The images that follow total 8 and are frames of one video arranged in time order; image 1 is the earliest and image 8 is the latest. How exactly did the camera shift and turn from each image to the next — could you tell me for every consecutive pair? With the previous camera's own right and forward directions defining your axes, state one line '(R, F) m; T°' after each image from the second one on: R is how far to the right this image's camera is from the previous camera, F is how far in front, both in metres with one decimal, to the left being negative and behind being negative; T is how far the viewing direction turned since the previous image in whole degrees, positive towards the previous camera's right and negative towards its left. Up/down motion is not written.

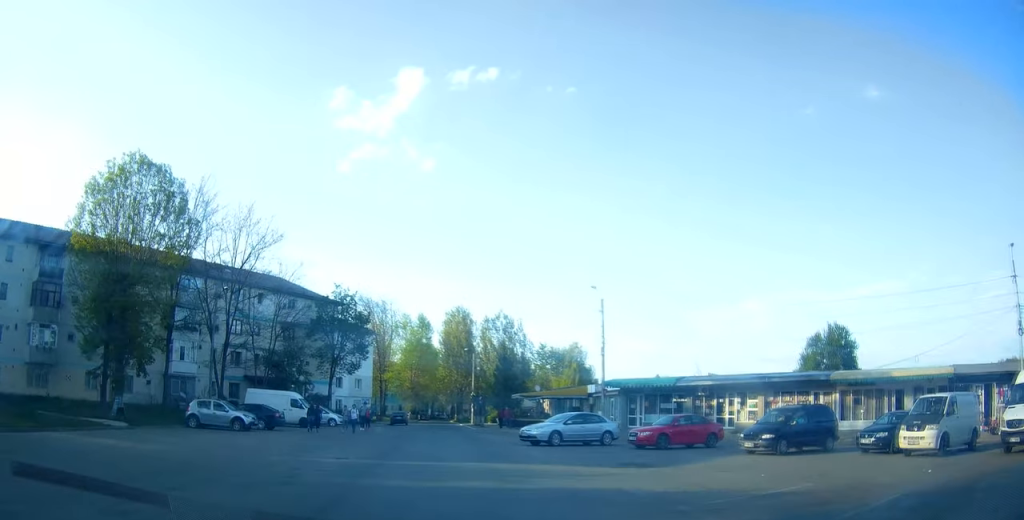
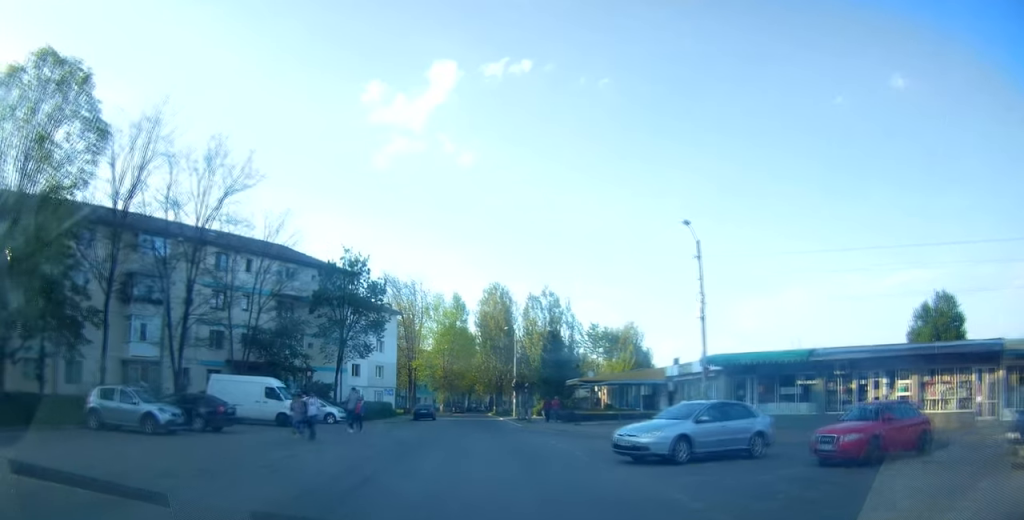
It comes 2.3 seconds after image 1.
(-1.0, +10.6) m; -10°
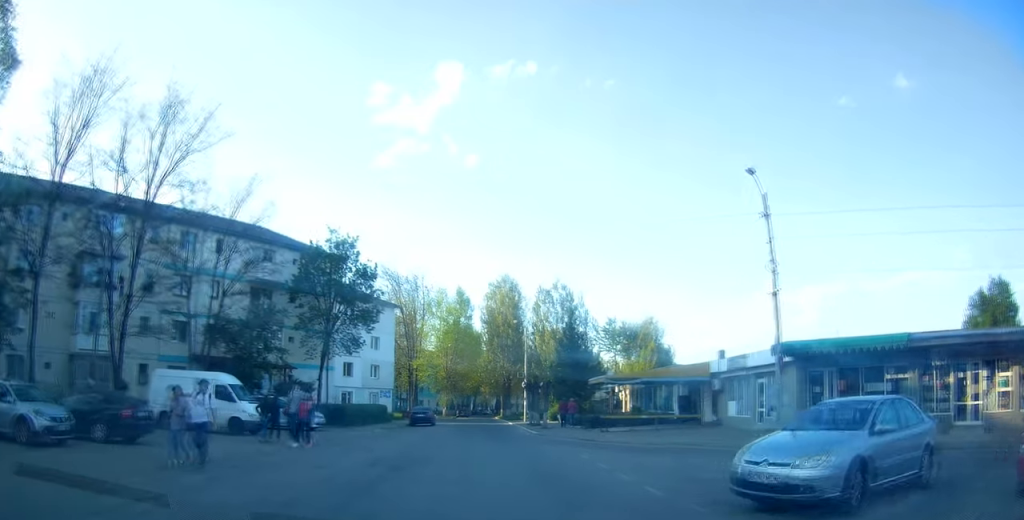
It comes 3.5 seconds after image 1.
(-0.1, +6.1) m; -1°
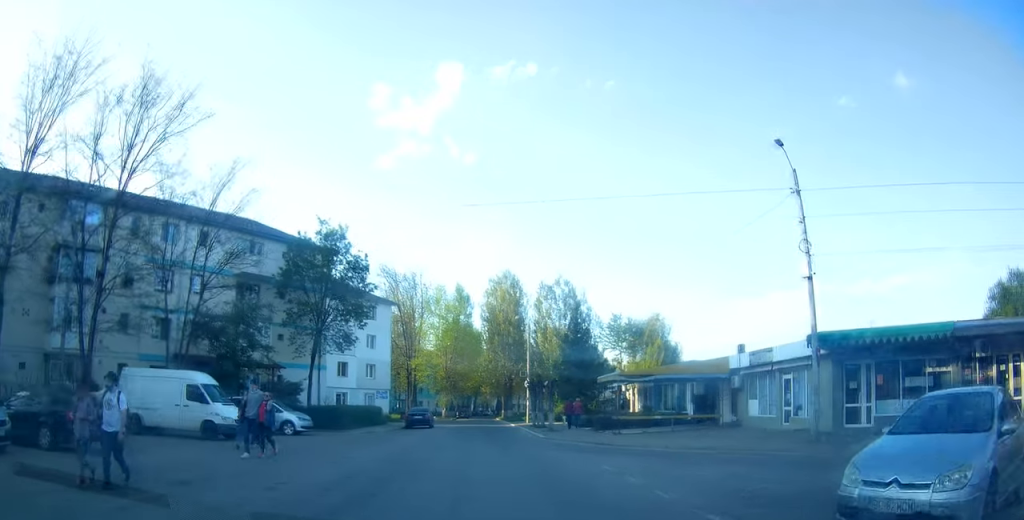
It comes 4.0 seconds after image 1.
(0.0, +2.3) m; 0°
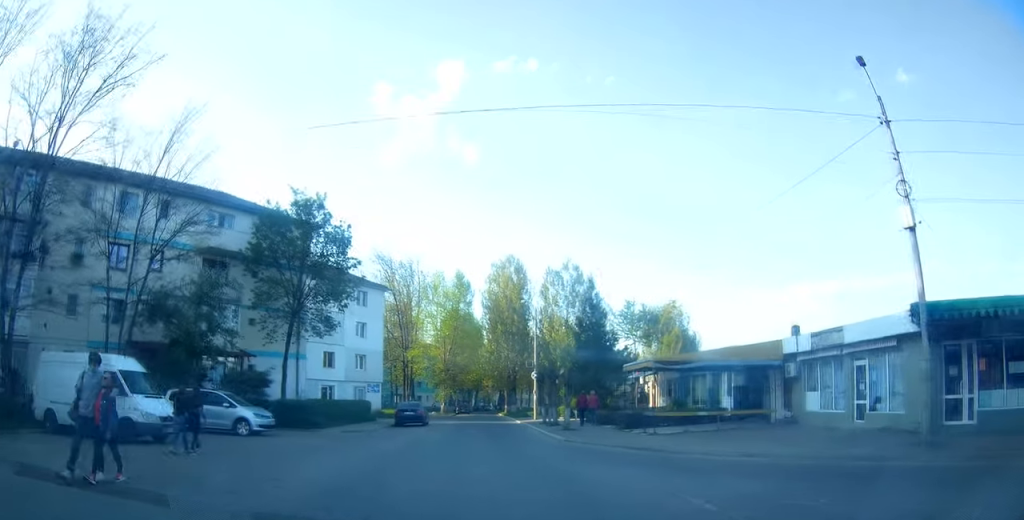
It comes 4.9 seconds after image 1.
(0.0, +5.3) m; -4°
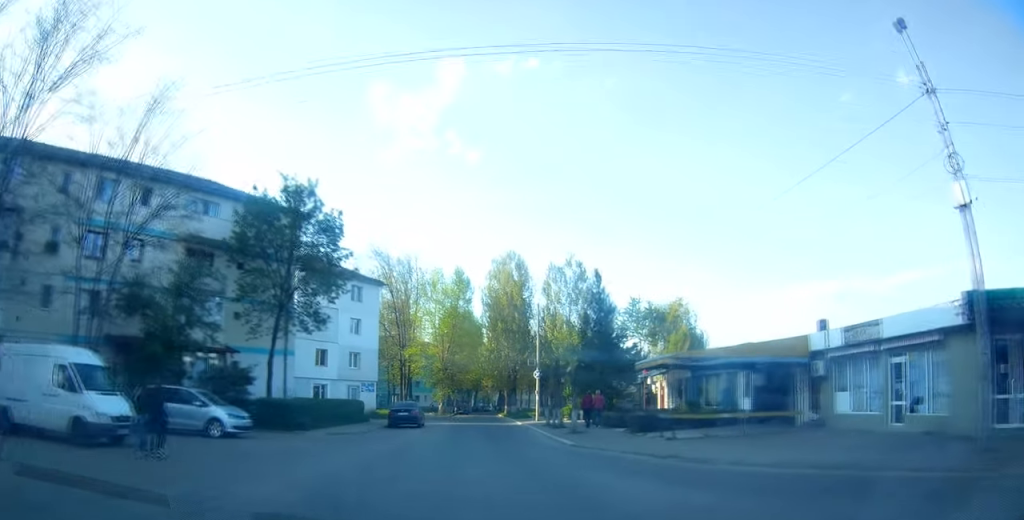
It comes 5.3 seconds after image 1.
(-0.1, +2.3) m; 0°
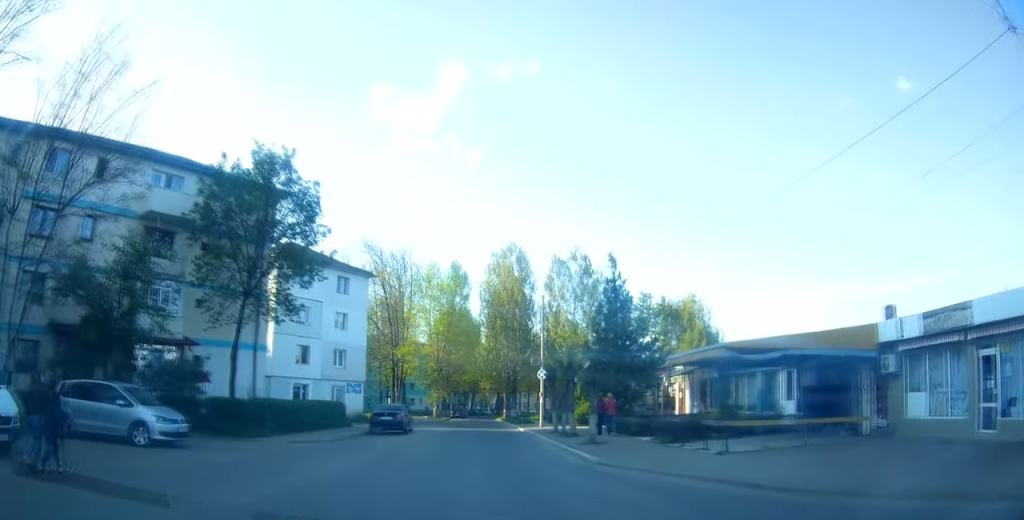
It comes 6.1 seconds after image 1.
(-0.2, +4.7) m; +1°
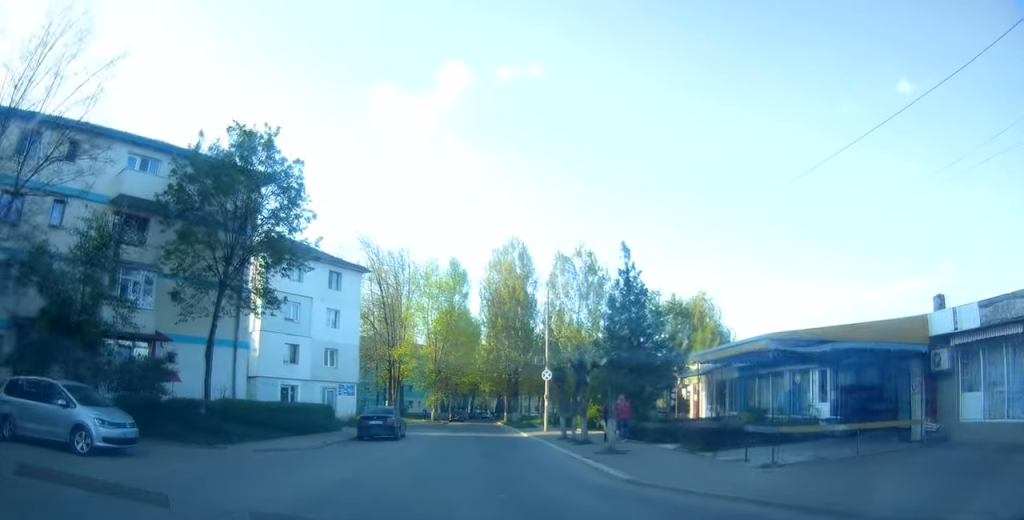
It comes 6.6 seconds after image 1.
(+0.2, +2.8) m; +2°
